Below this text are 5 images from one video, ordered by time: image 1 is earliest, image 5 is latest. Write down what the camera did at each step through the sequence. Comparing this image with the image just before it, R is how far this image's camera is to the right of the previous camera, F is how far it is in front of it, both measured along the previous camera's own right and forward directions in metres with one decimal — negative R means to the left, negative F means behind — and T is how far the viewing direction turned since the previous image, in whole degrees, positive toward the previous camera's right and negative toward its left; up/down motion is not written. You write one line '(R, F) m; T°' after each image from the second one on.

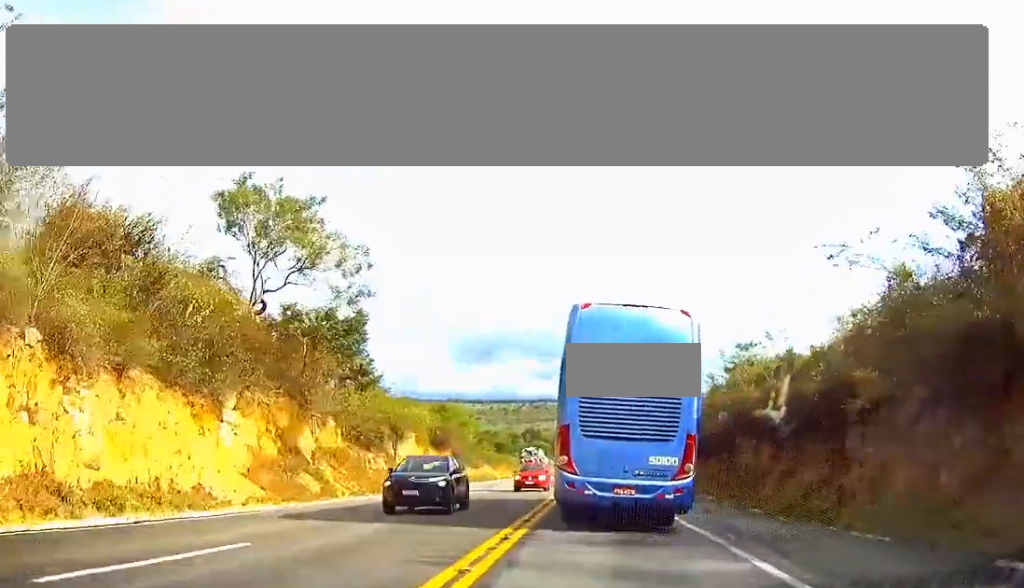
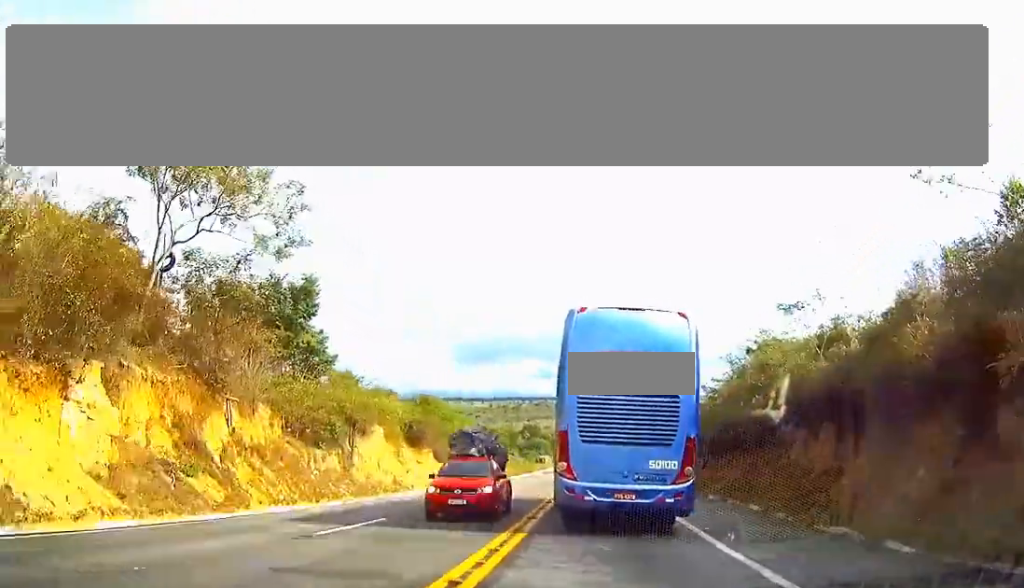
(0.0, +8.8) m; 0°
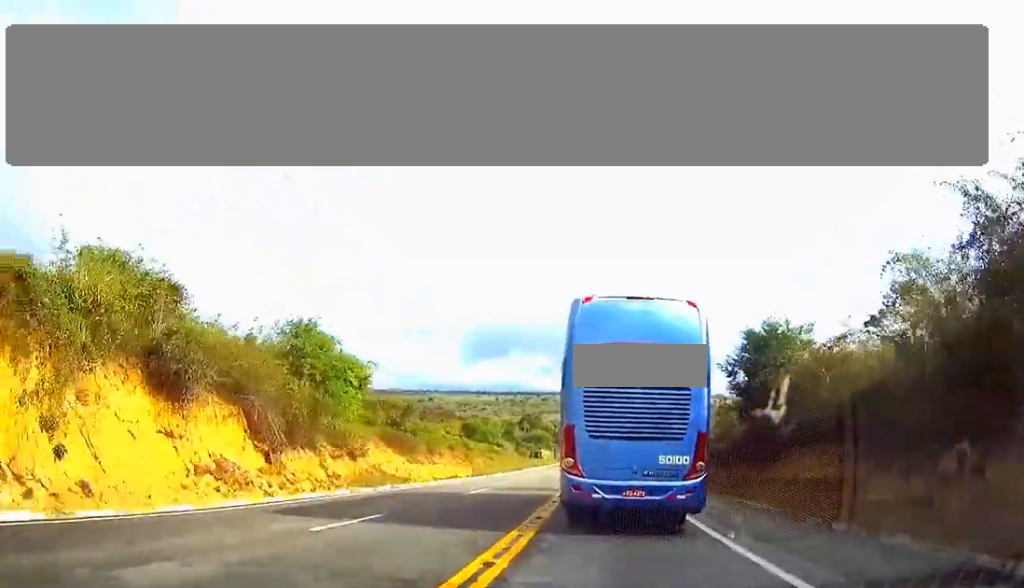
(-0.4, +35.4) m; 0°
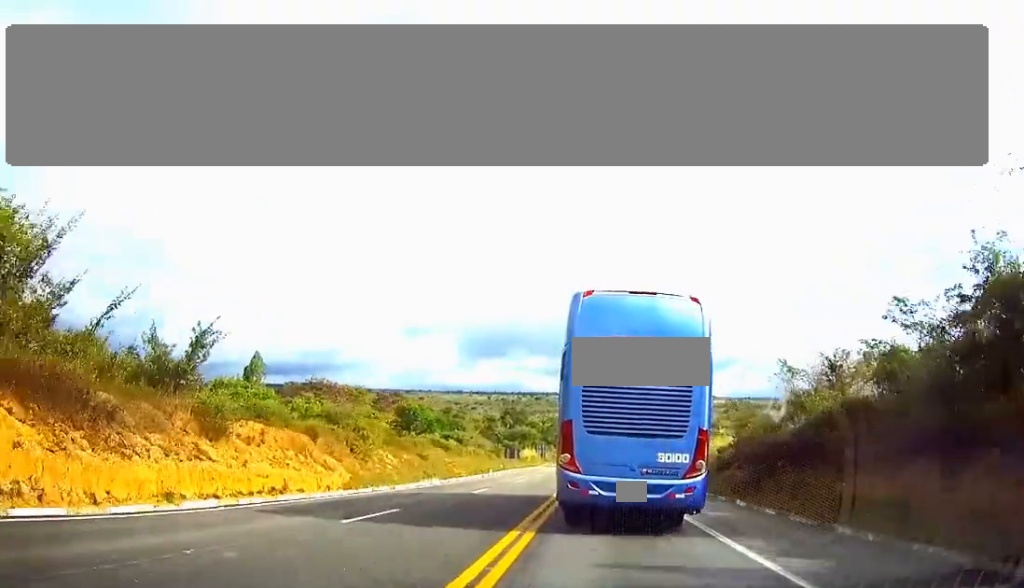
(+0.3, +32.4) m; 0°
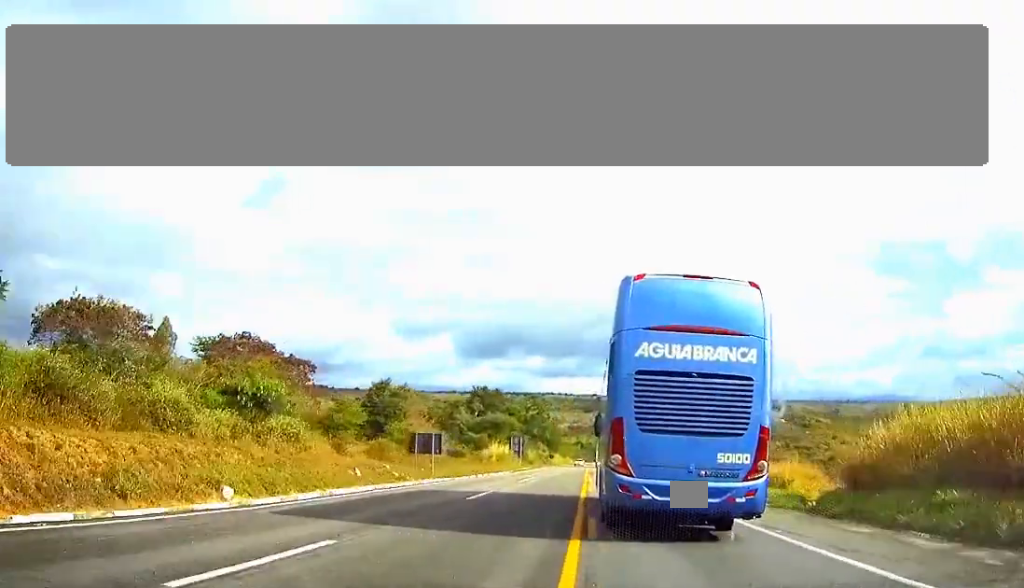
(-1.1, +59.6) m; -1°
